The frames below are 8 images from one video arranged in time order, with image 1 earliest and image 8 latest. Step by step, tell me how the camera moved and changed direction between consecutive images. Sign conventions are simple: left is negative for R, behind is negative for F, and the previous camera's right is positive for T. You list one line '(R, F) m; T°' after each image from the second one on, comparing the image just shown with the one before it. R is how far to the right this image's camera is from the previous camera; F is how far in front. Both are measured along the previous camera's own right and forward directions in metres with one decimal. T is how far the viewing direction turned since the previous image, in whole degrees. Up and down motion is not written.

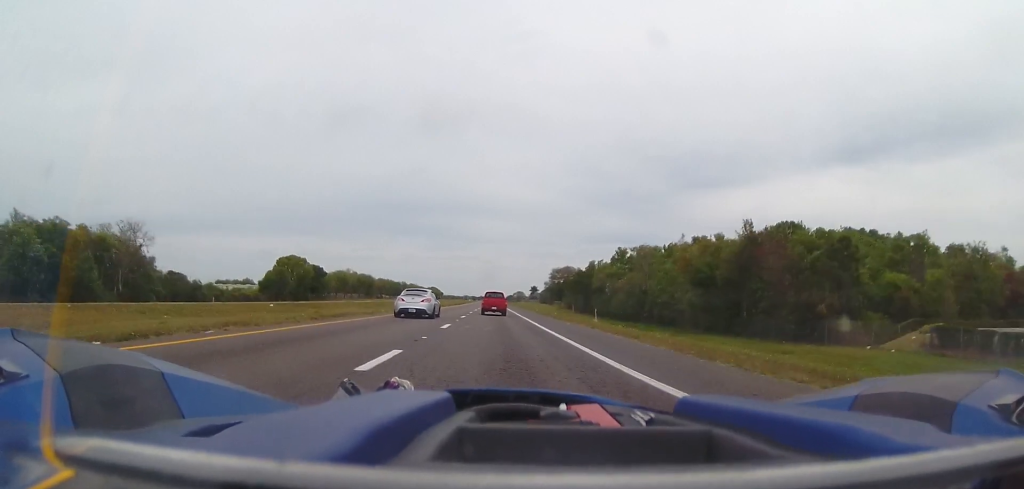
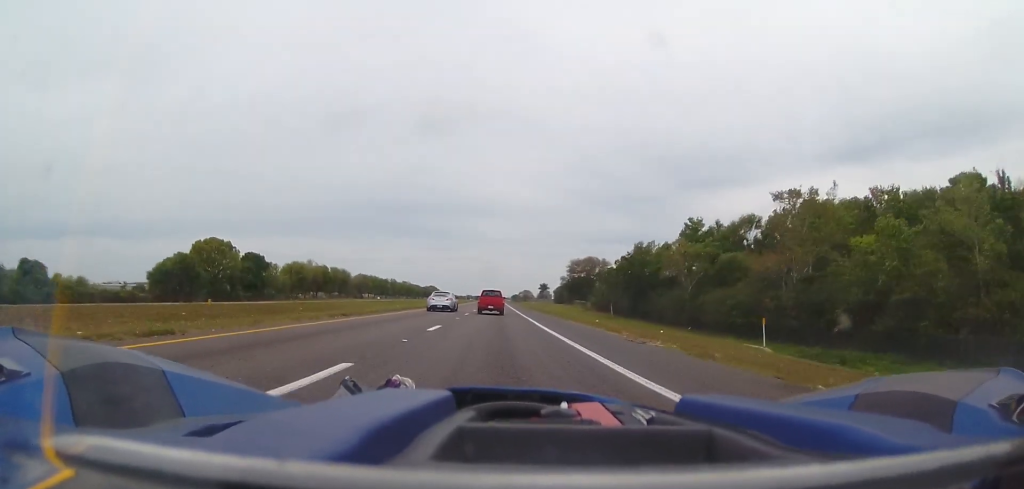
(0.0, +52.2) m; 0°
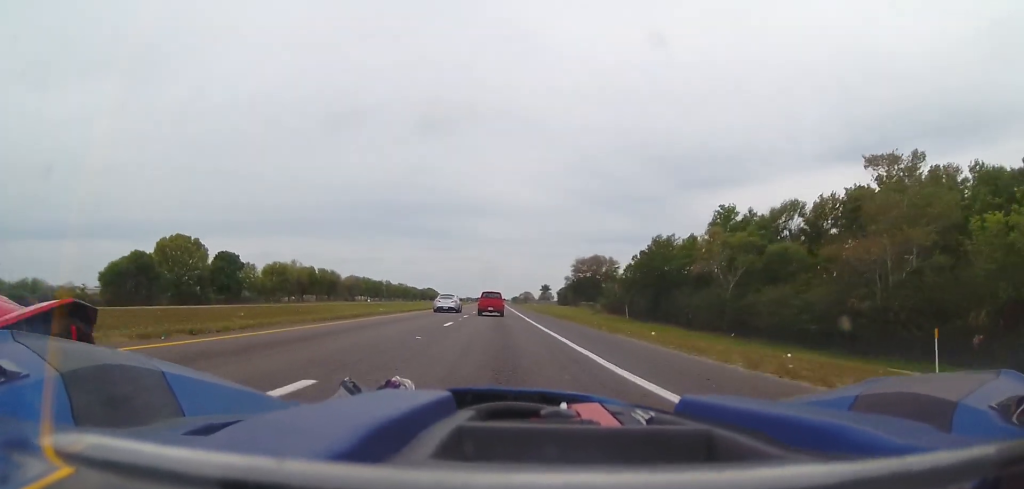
(0.0, +14.0) m; 0°
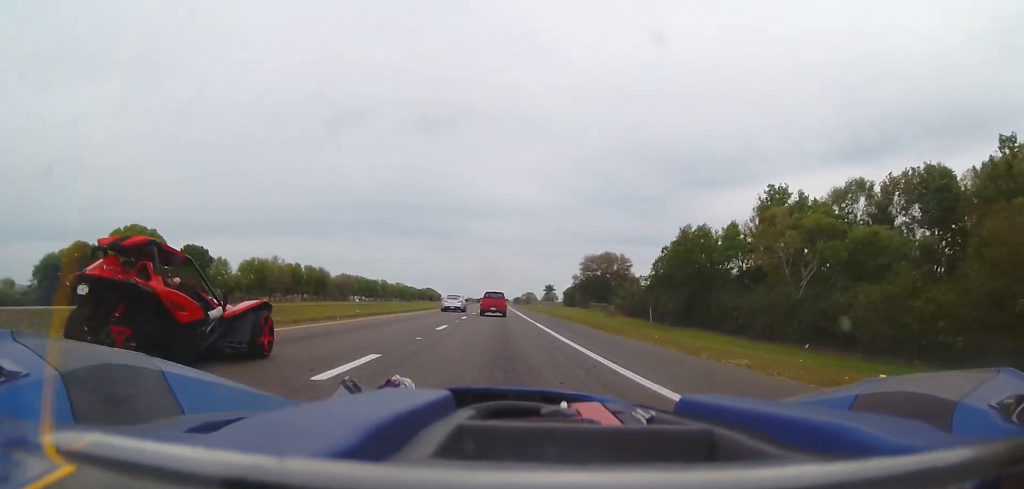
(0.0, +15.7) m; 0°
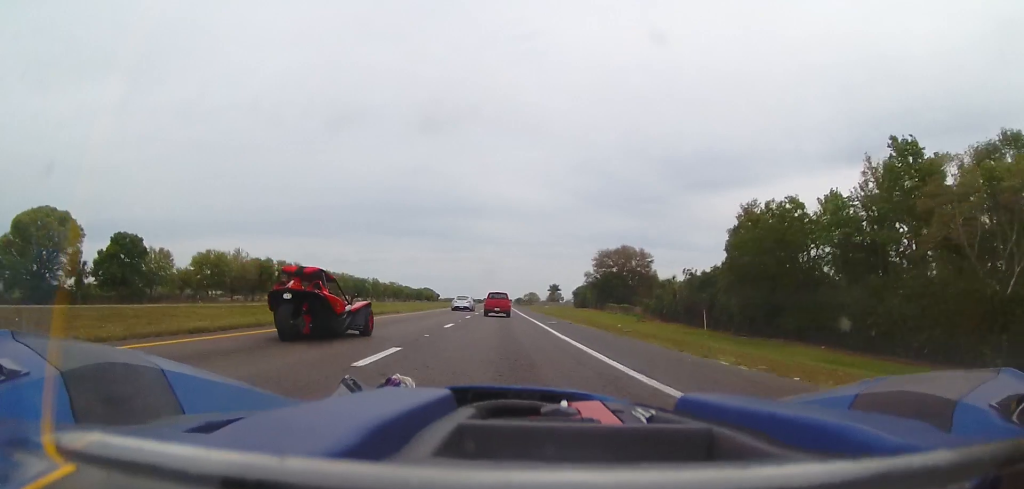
(0.0, +23.1) m; -1°
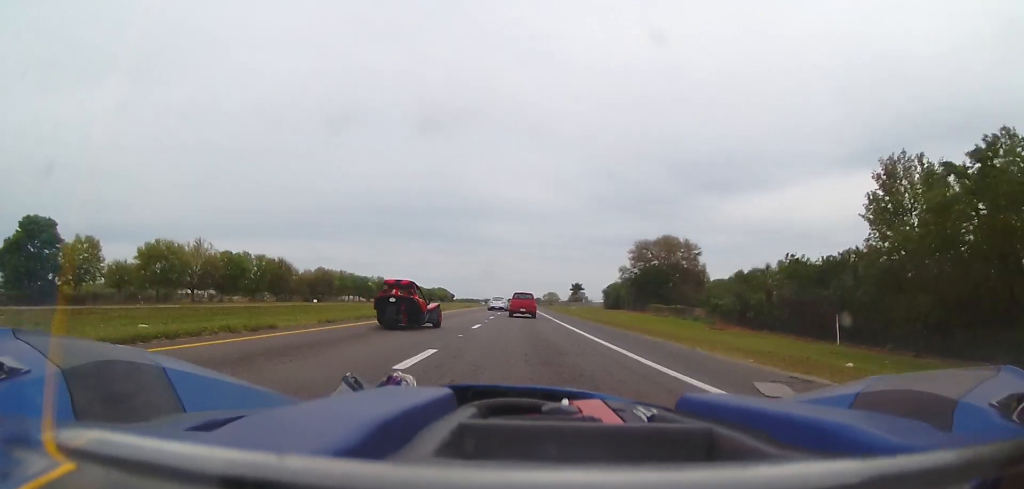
(-0.3, +24.6) m; -1°
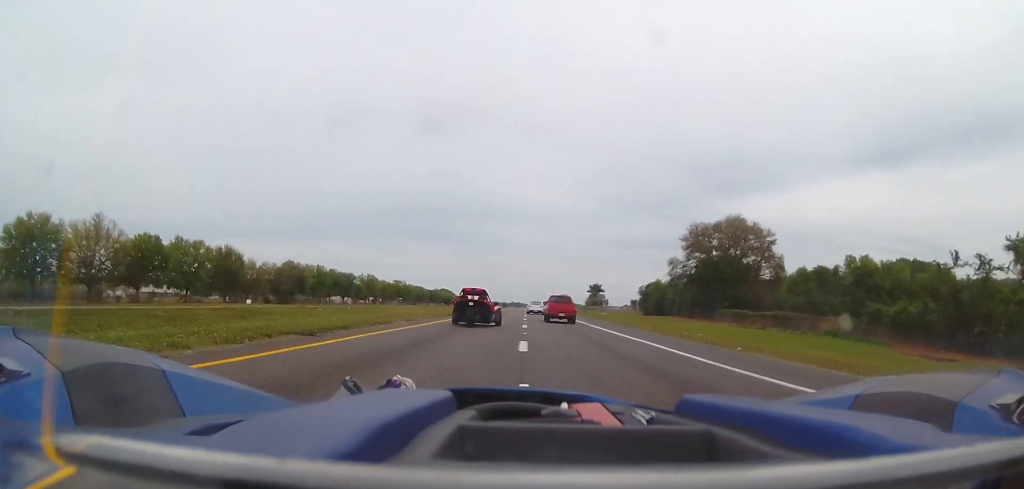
(-0.2, +32.7) m; +1°
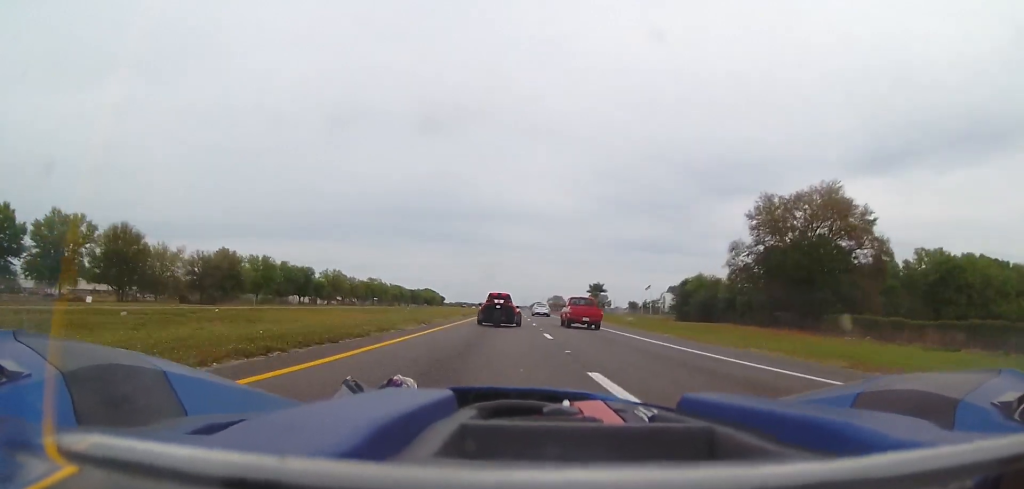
(+0.5, +31.1) m; 0°
